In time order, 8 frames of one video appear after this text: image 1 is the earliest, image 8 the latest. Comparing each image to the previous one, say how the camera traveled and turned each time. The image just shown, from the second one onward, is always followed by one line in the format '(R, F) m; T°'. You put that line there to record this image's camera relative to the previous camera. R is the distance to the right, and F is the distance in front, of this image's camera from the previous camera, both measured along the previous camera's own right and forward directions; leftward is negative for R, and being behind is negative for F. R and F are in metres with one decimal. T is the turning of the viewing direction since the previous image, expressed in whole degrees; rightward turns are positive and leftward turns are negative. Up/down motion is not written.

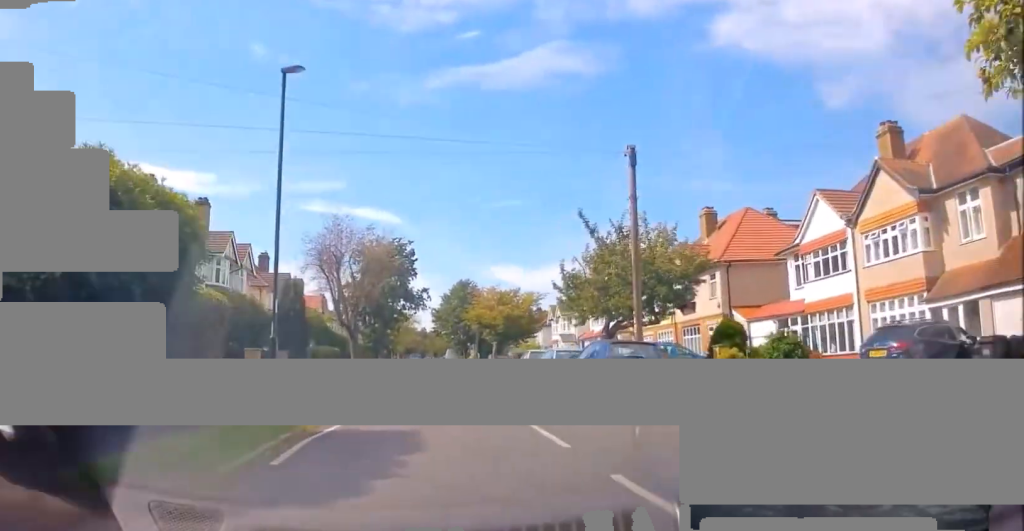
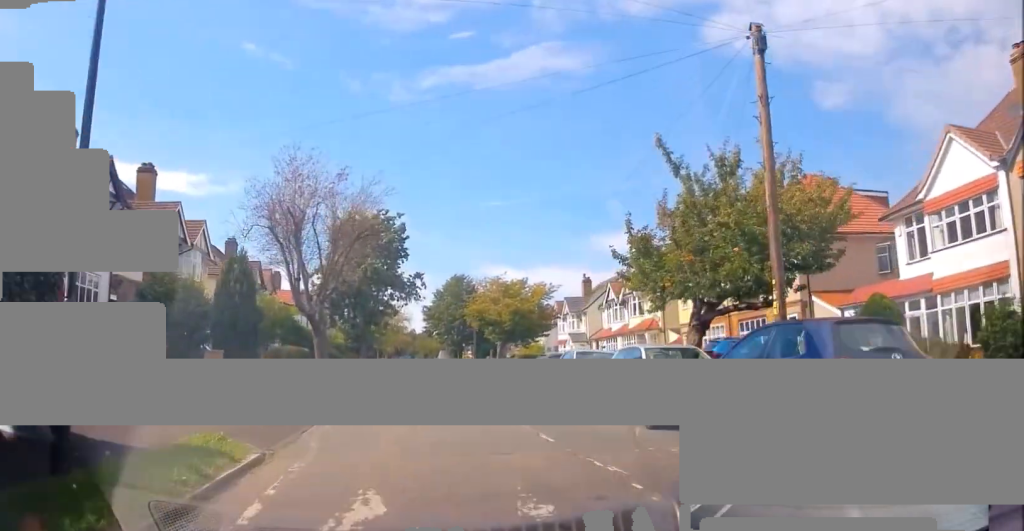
(+0.2, +8.8) m; -2°
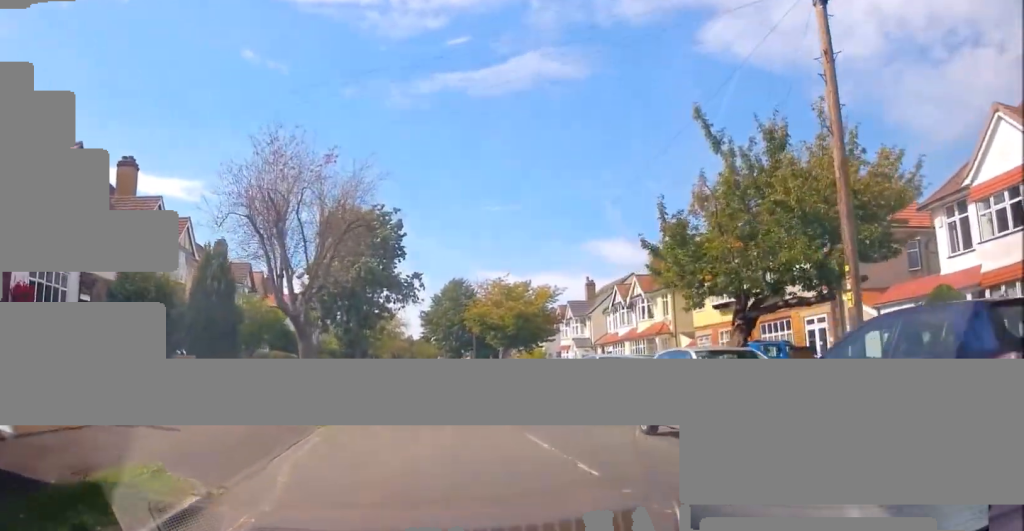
(-0.2, +2.4) m; -3°
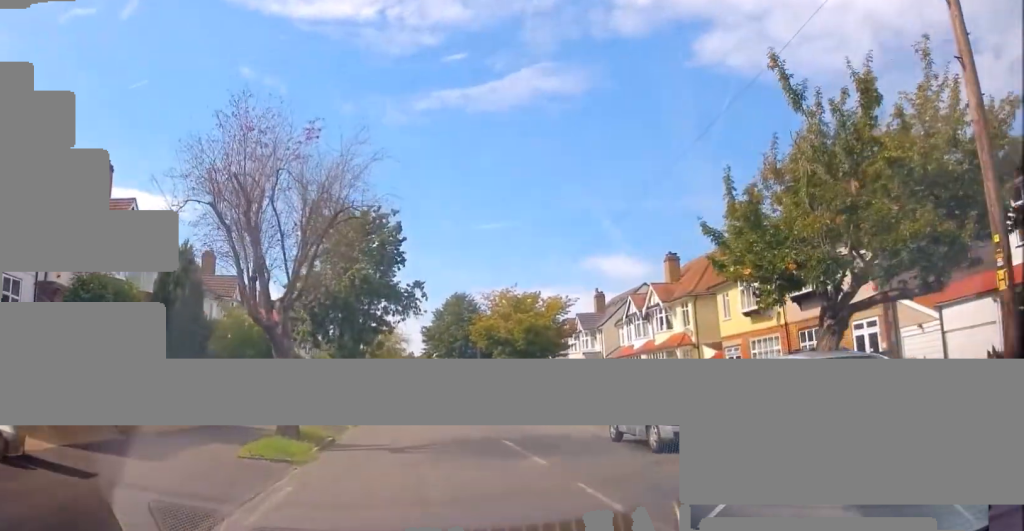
(0.0, +3.2) m; +2°
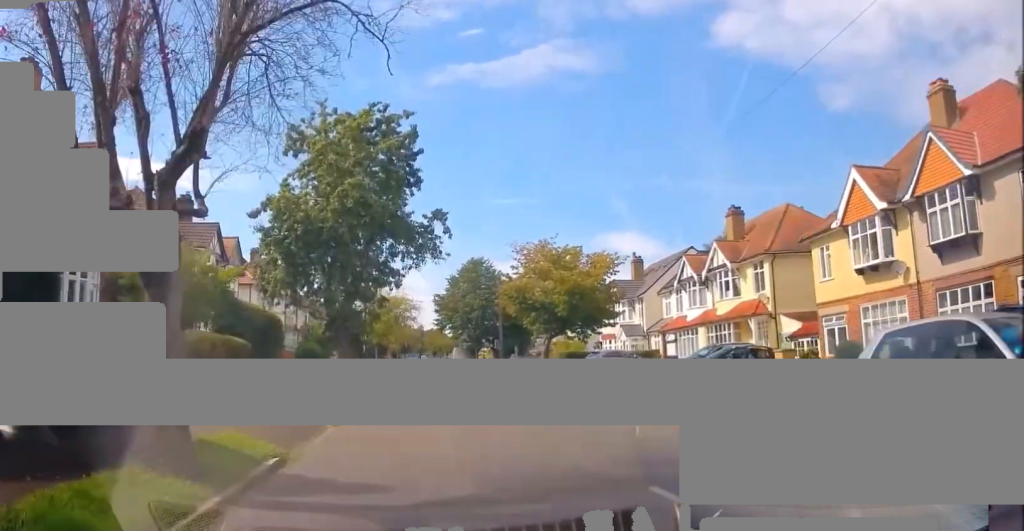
(+0.7, +8.1) m; +3°
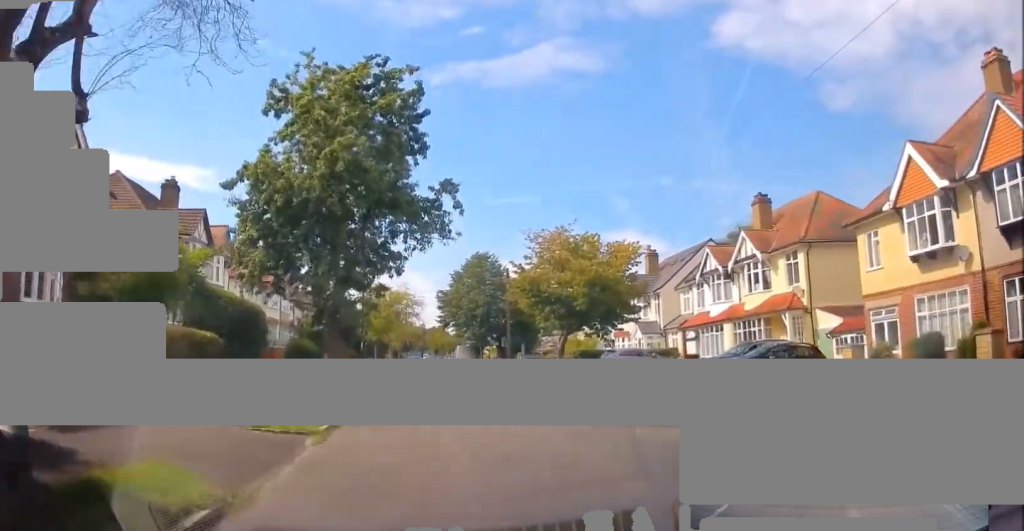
(-0.3, +3.0) m; 0°
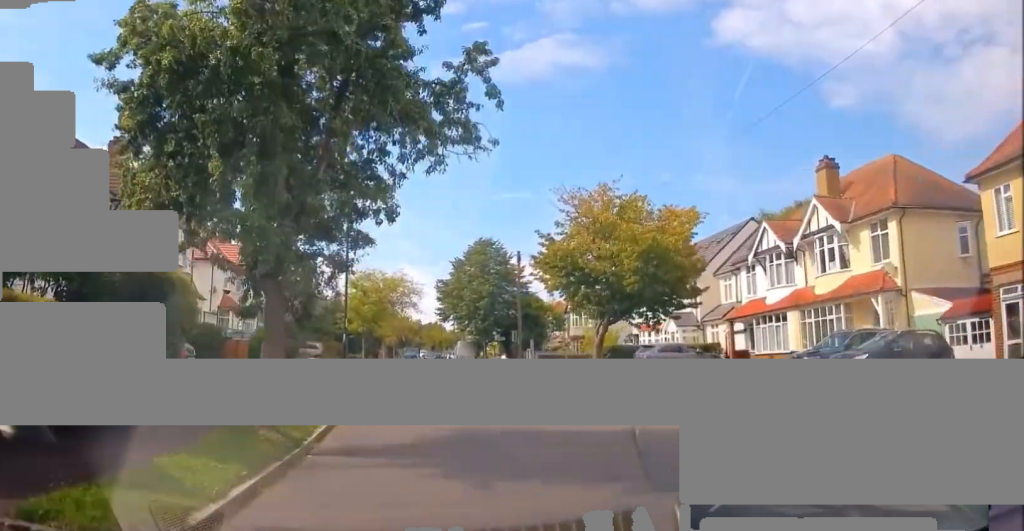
(+0.2, +6.3) m; 0°
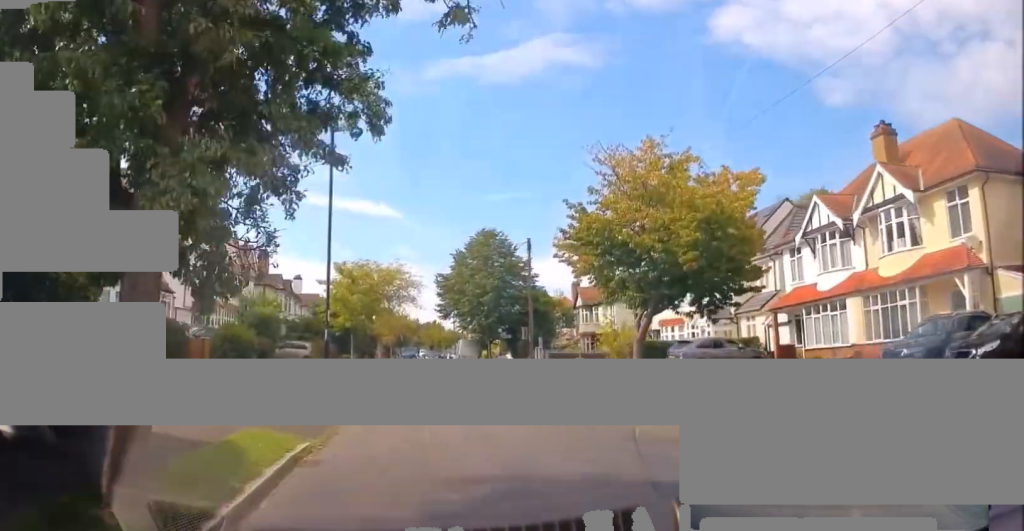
(-0.3, +4.7) m; 0°
